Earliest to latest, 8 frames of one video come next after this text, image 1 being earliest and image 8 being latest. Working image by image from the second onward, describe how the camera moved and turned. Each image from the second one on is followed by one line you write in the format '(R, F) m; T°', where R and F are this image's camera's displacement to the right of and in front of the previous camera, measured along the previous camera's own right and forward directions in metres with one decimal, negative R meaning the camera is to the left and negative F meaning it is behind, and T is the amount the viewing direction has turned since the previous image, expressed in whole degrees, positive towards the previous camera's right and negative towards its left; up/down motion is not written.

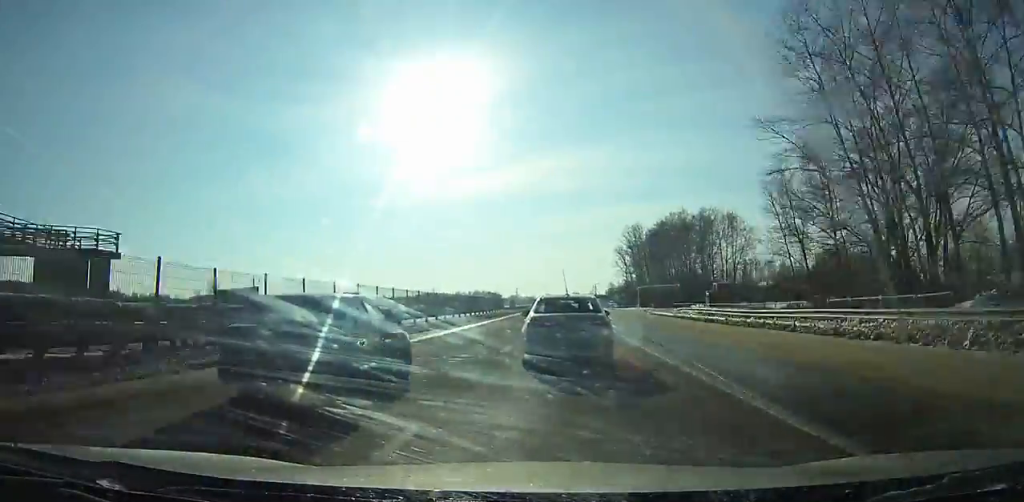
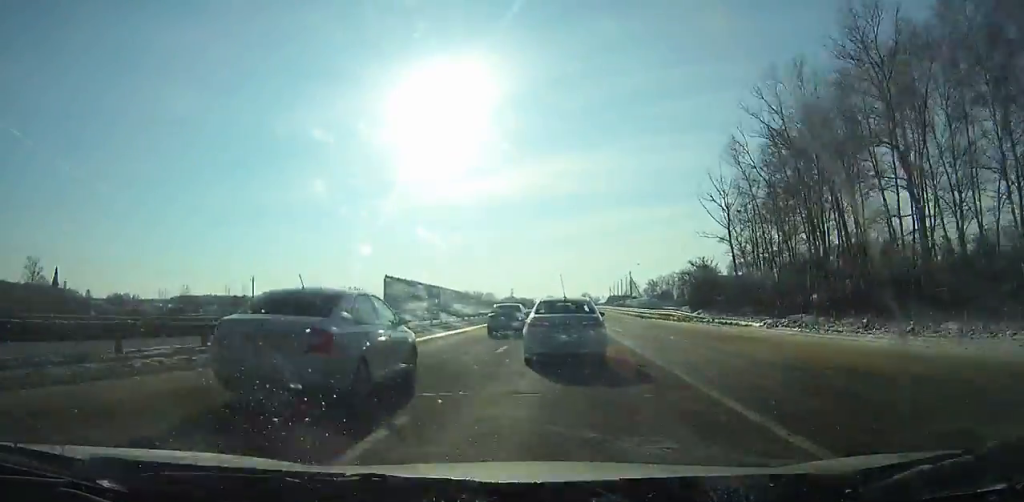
(-0.5, +118.3) m; -1°
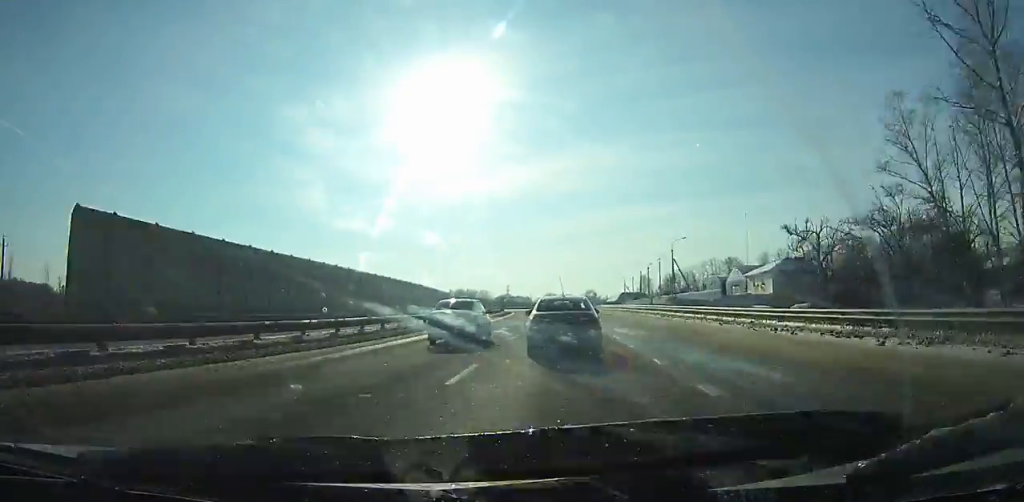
(+0.2, +54.1) m; -1°
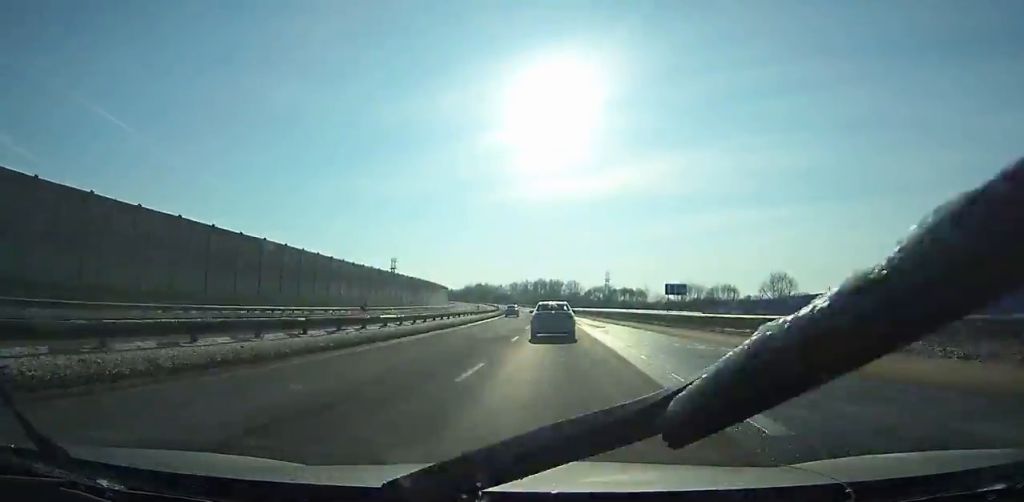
(-15.8, +189.8) m; -10°
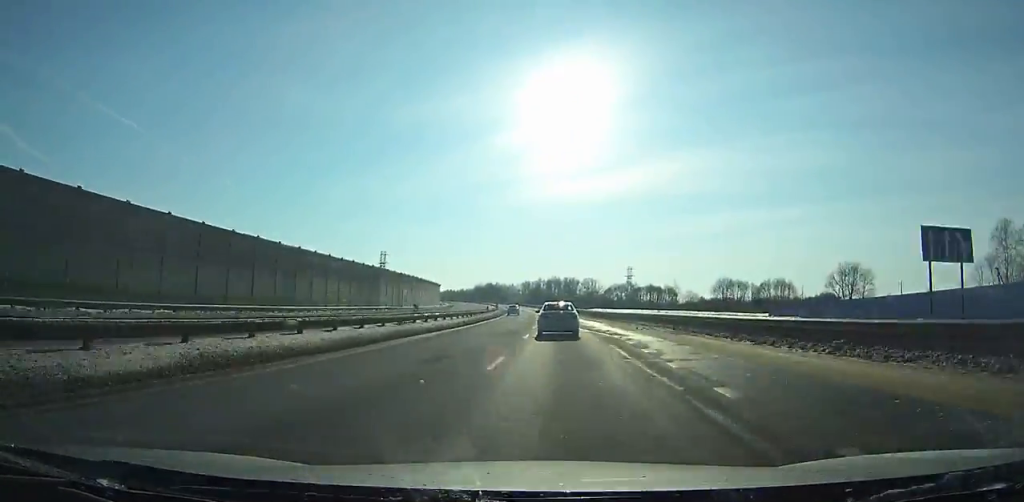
(-0.7, +33.7) m; -2°
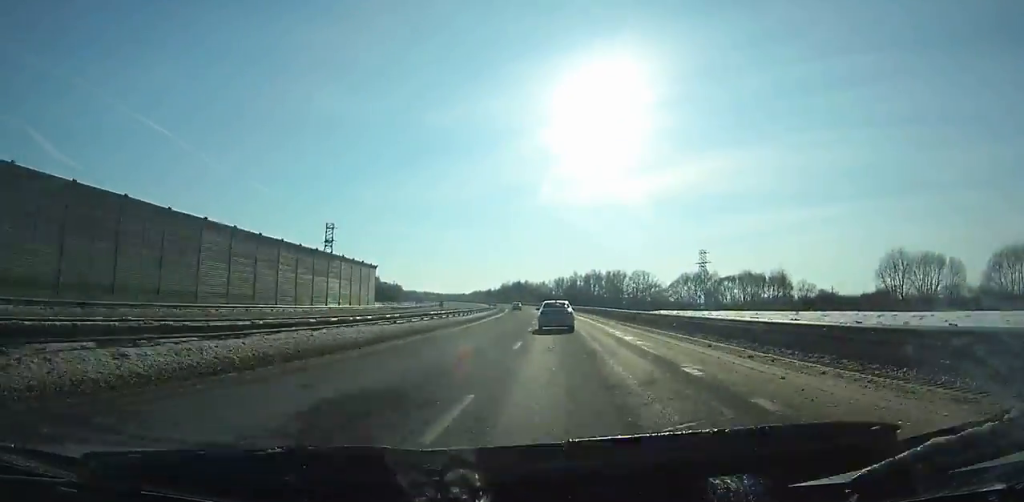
(-2.4, +76.4) m; -4°
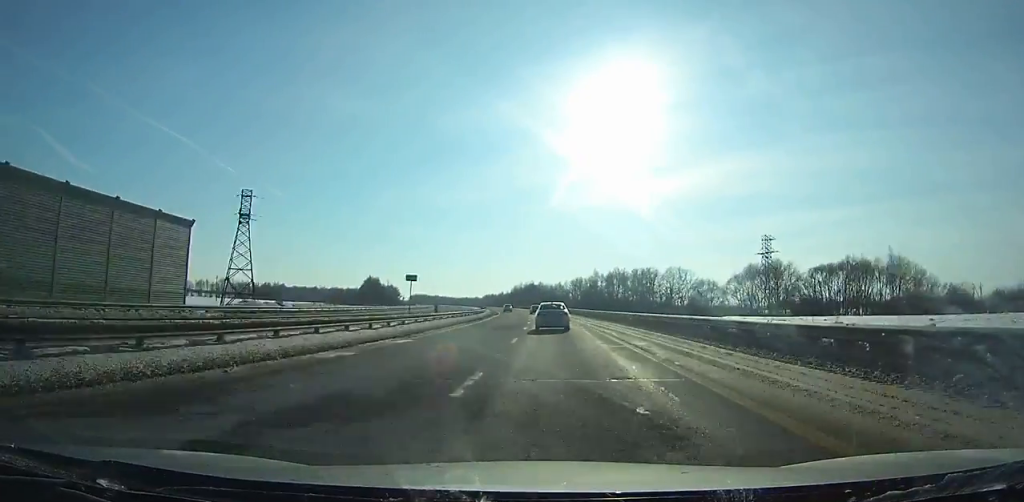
(-0.3, +45.5) m; -2°
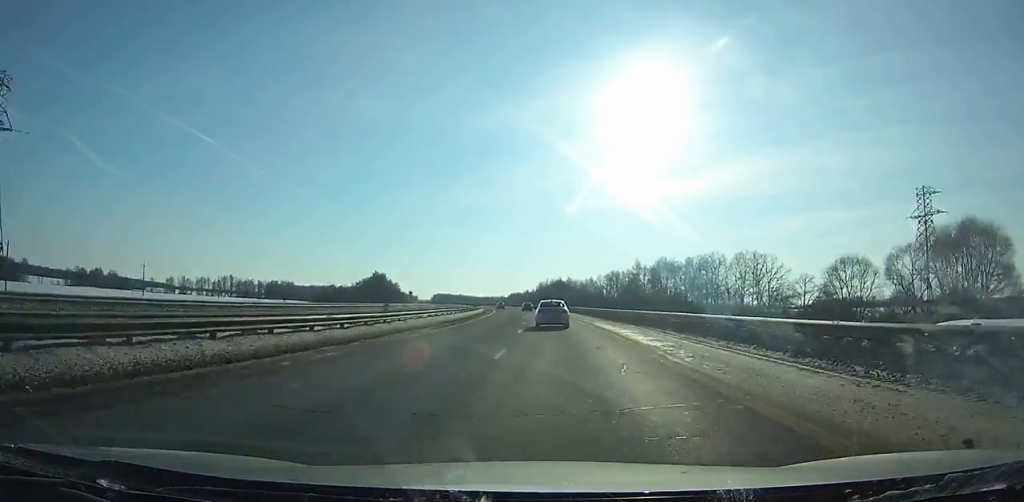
(-1.5, +54.5) m; -3°
